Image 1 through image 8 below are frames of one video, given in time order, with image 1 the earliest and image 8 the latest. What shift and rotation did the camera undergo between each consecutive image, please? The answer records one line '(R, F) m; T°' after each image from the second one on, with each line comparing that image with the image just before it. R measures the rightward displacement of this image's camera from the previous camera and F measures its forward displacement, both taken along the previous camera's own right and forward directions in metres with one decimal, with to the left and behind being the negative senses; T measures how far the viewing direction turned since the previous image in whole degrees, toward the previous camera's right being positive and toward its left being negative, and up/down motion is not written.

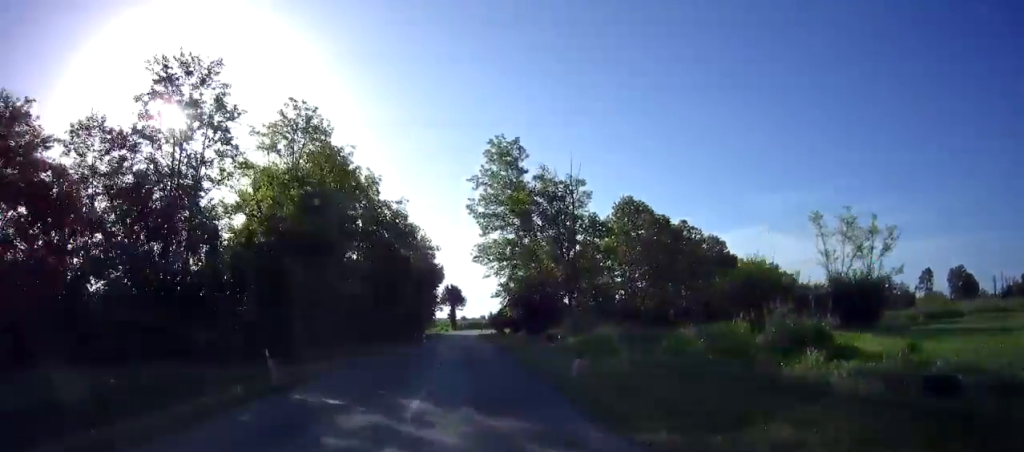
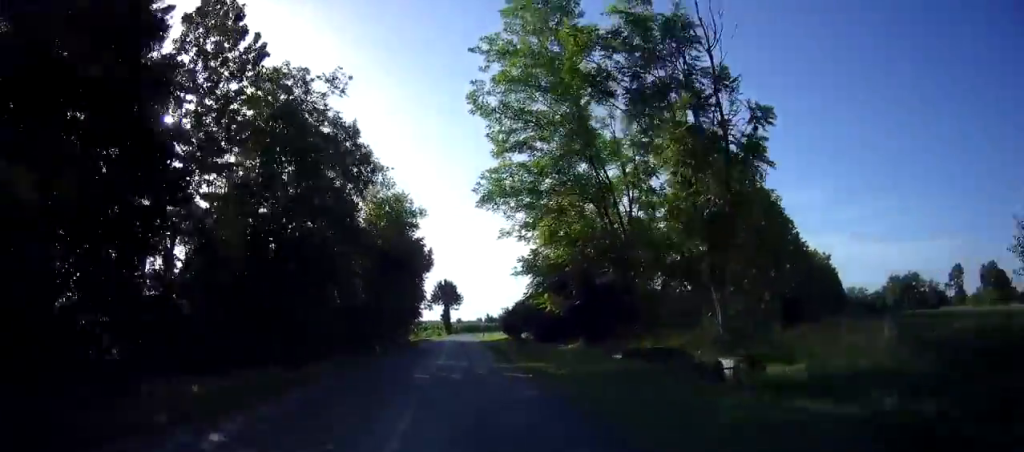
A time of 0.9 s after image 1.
(-0.3, +21.5) m; -1°
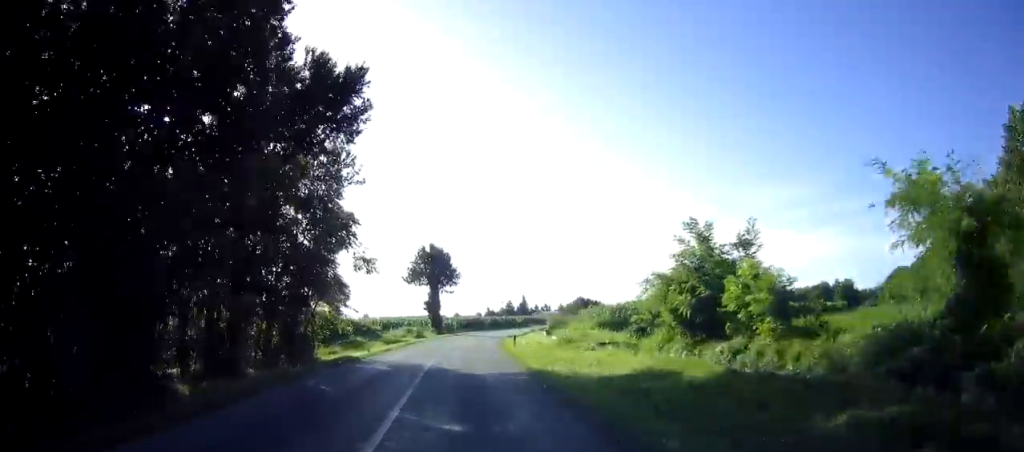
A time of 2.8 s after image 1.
(-0.3, +42.2) m; 0°
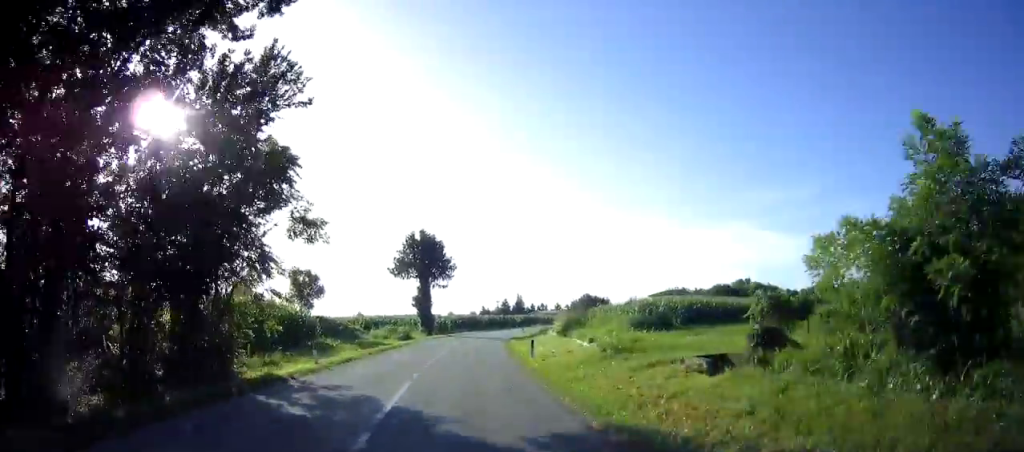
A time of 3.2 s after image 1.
(0.0, +8.6) m; +1°
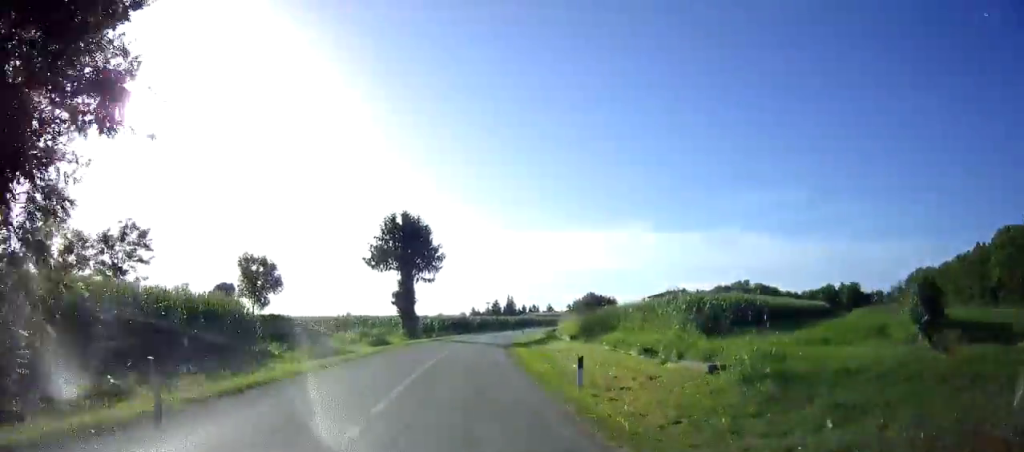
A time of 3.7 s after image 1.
(+0.2, +9.1) m; +1°
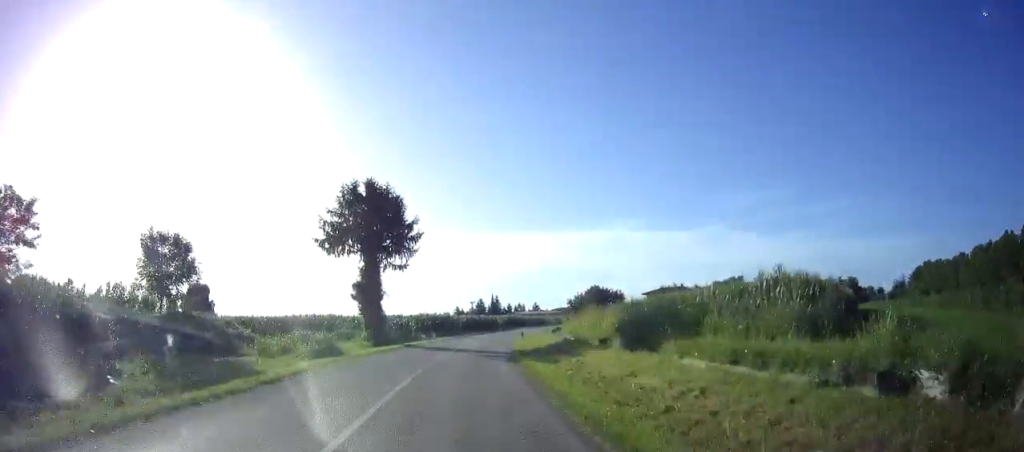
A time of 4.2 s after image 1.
(+0.1, +11.2) m; +1°
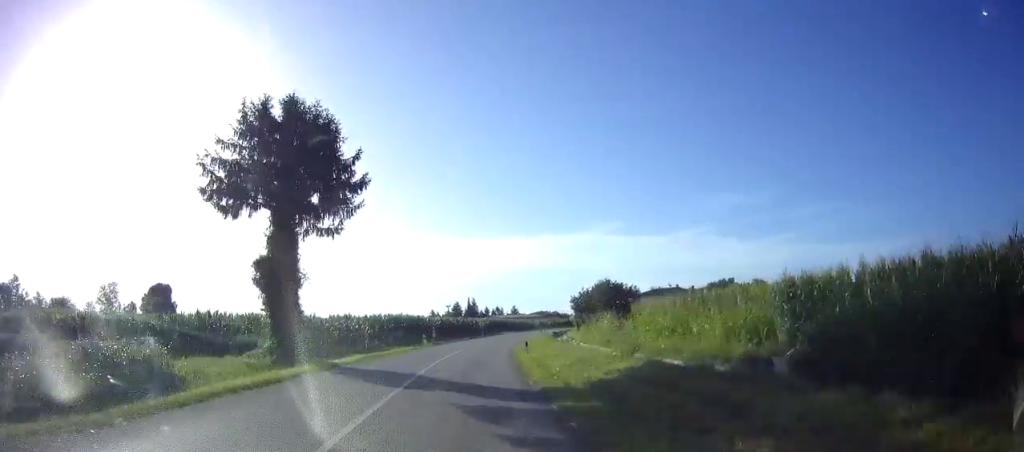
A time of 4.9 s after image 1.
(0.0, +15.0) m; +2°
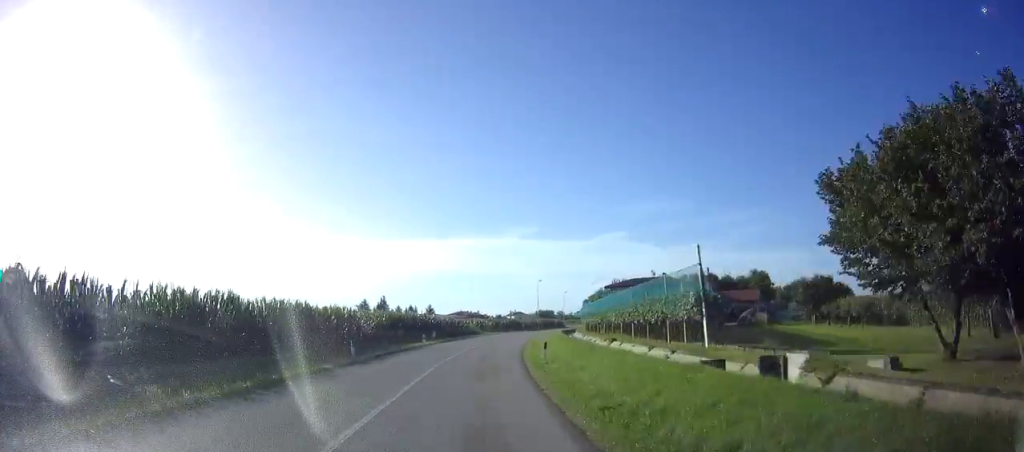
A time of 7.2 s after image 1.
(+3.5, +45.2) m; +9°
